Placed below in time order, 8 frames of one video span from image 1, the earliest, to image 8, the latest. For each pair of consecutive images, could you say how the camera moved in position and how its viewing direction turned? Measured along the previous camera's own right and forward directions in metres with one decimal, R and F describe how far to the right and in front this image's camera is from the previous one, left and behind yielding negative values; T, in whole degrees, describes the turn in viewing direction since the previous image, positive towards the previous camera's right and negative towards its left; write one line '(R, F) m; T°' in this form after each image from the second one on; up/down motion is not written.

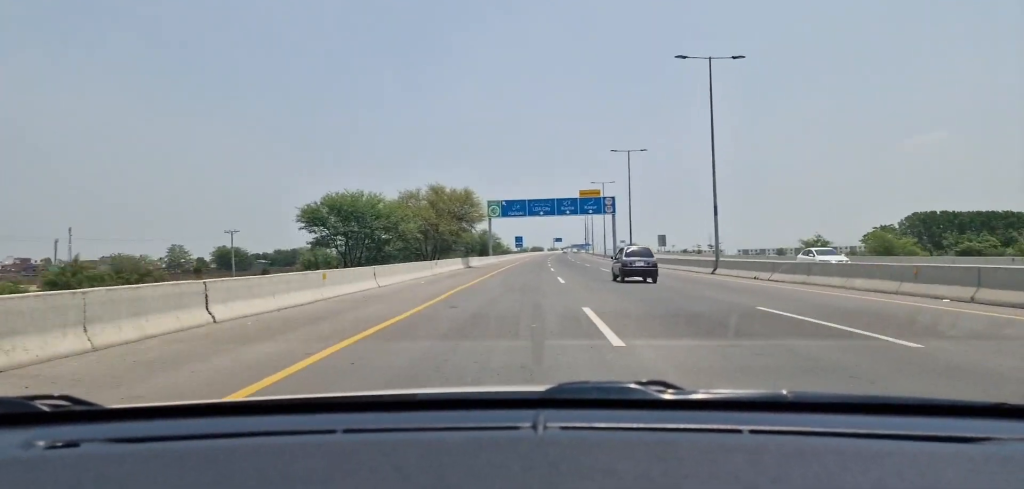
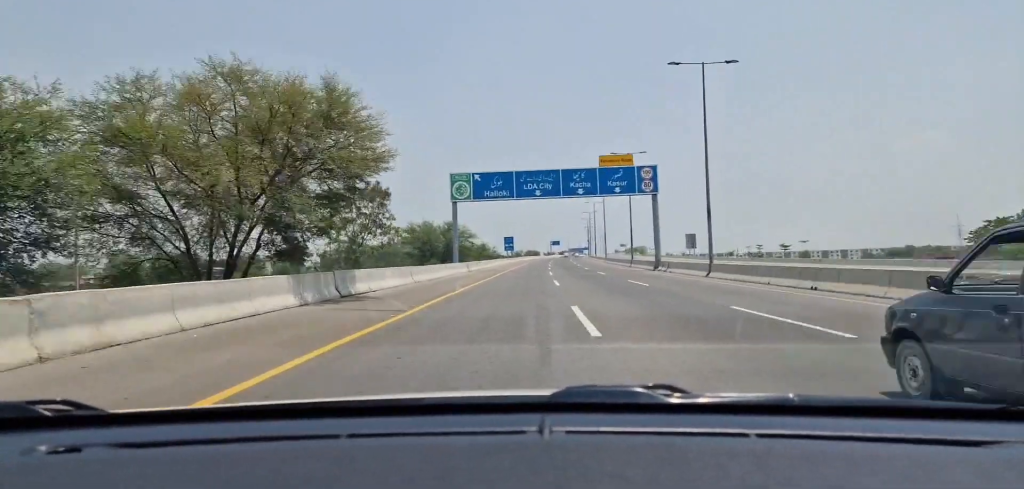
(+0.2, +34.6) m; +1°
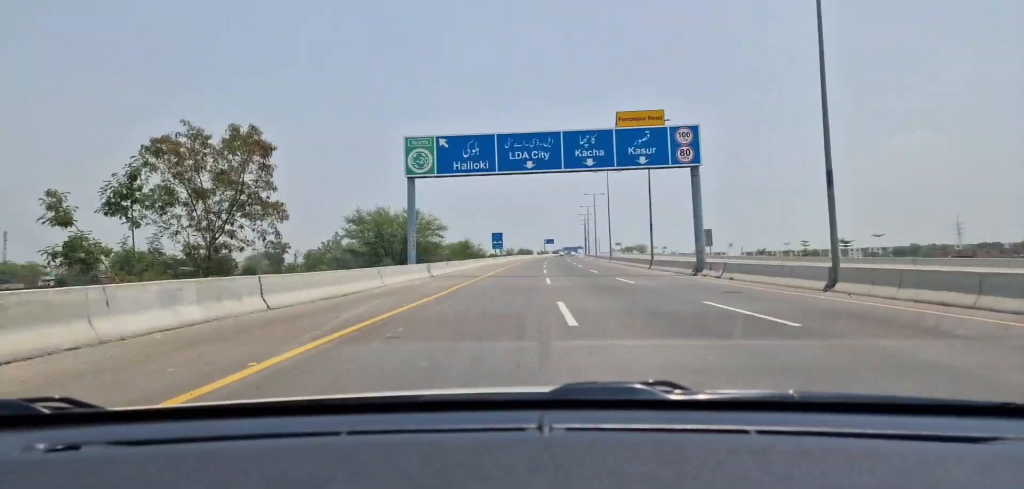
(-0.1, +17.3) m; 0°
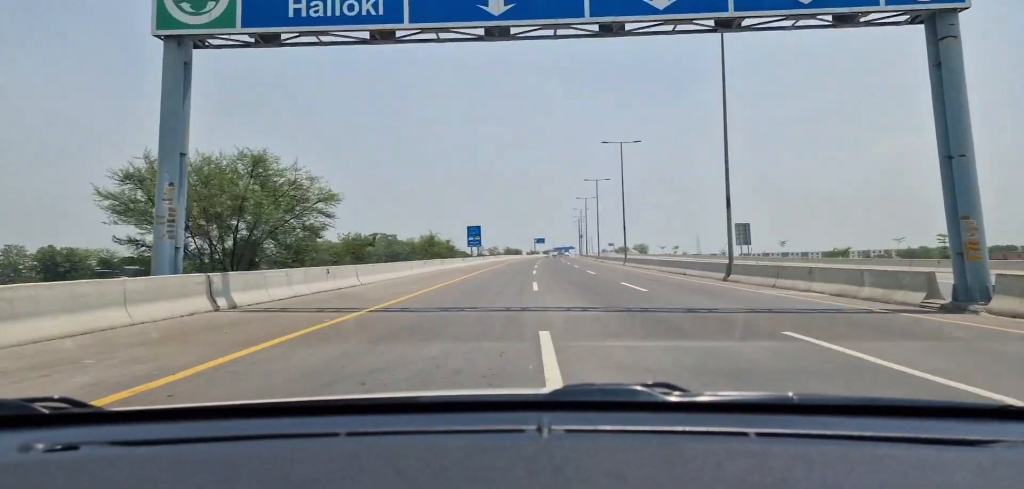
(+0.2, +24.3) m; +1°
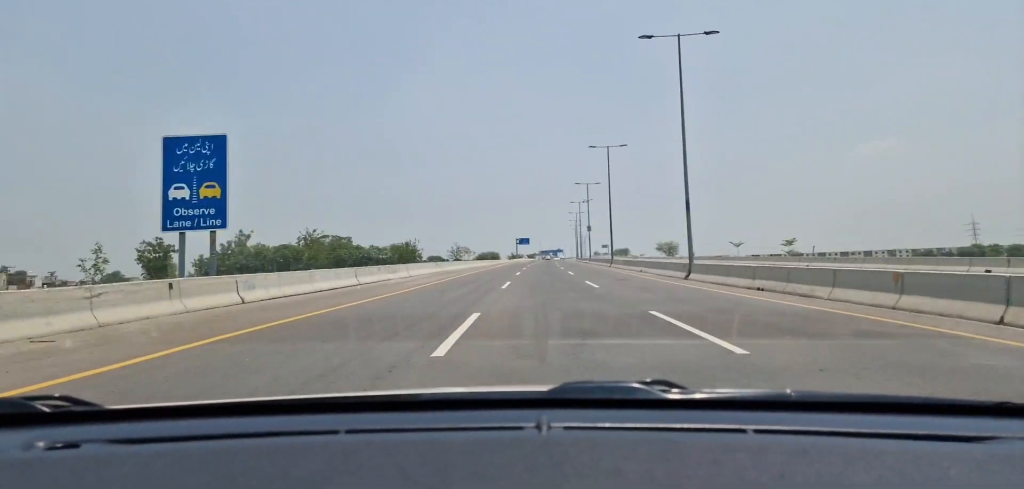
(+1.4, +69.0) m; +2°
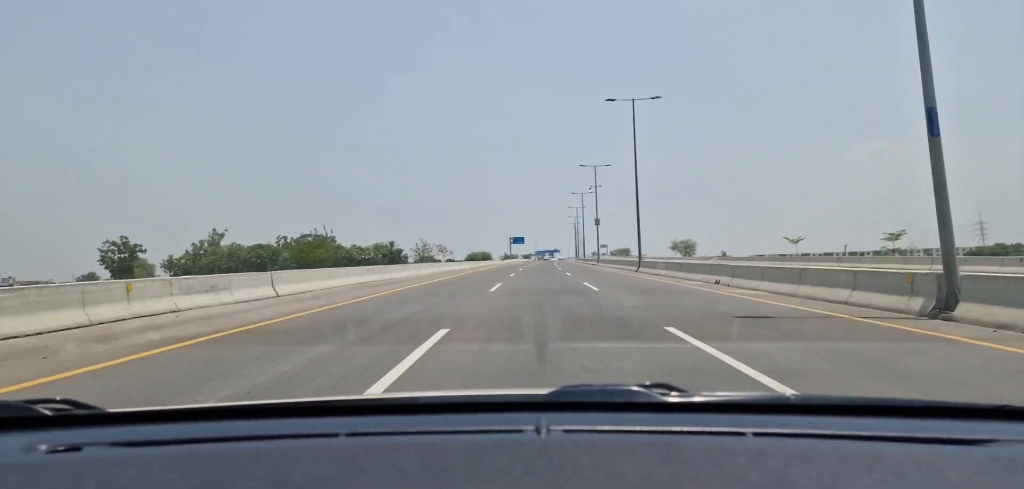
(0.0, +20.9) m; 0°
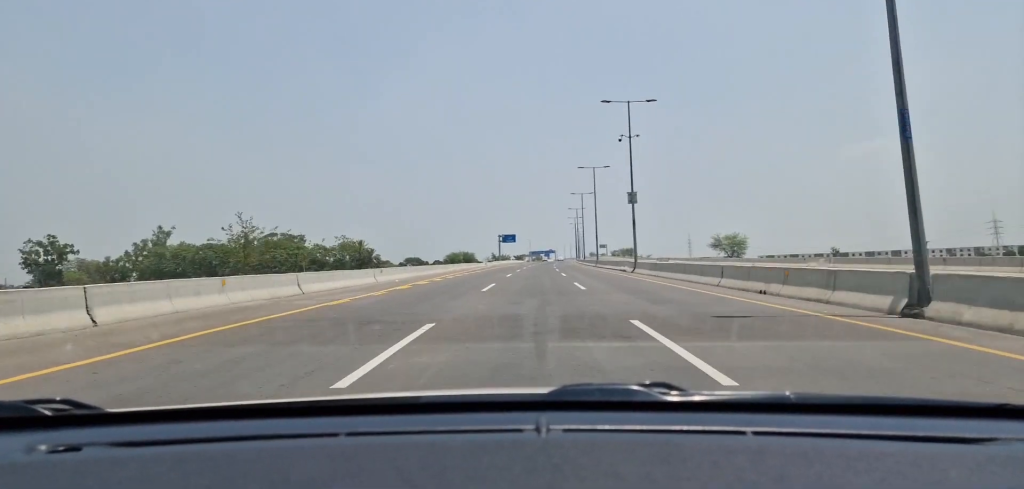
(0.0, +34.9) m; 0°
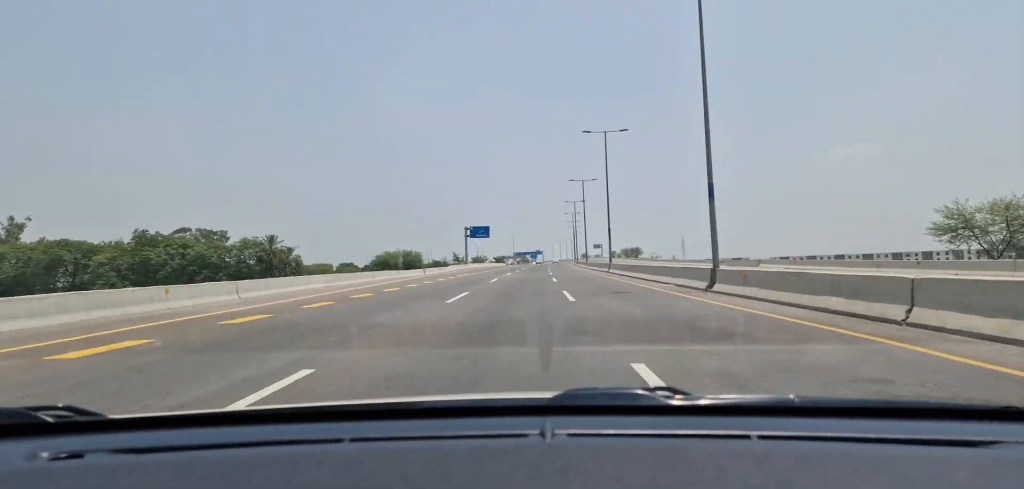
(+0.5, +58.7) m; +1°
